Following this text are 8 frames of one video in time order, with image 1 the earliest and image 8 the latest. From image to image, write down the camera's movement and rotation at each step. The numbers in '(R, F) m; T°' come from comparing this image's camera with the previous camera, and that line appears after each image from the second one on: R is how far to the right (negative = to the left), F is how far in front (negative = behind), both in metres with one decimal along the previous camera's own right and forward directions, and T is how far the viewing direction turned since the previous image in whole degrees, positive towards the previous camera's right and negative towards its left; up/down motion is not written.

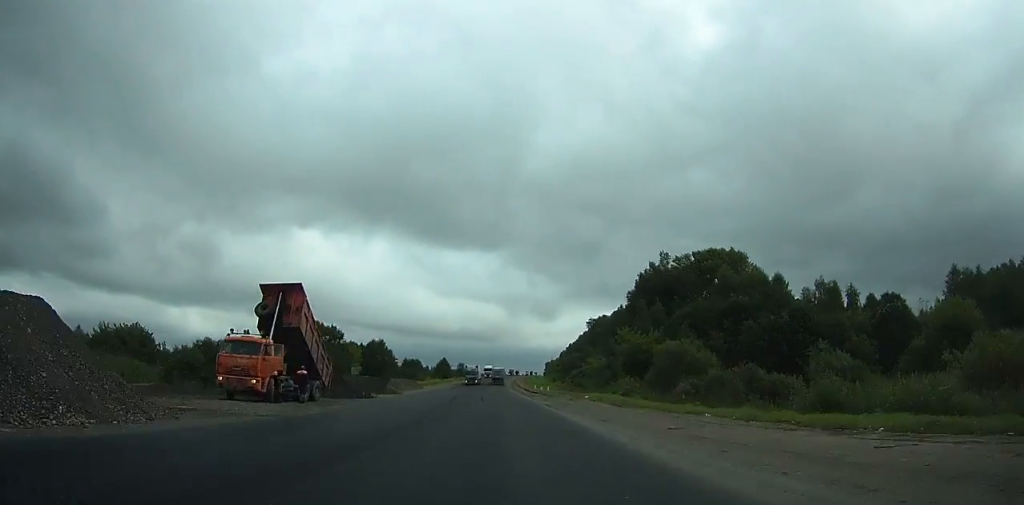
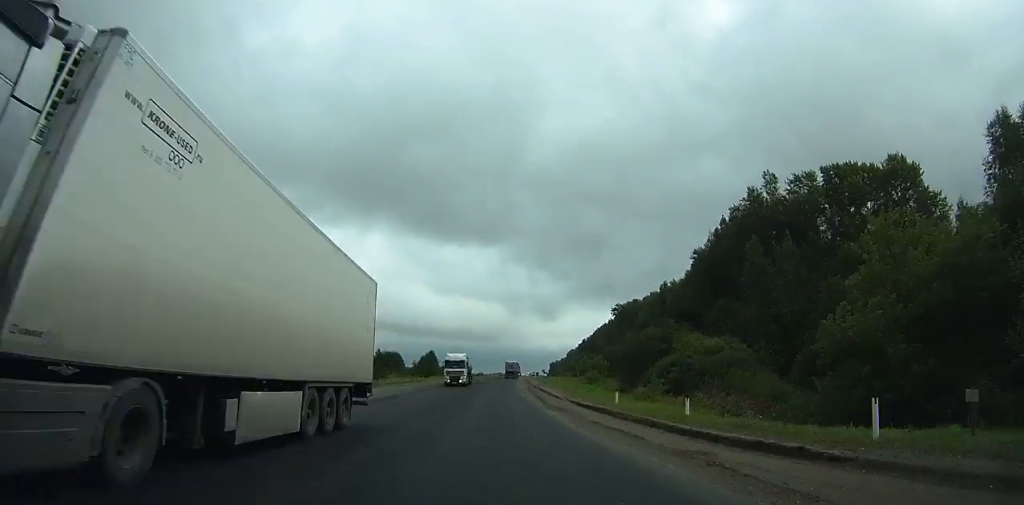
(-0.3, +57.9) m; 0°
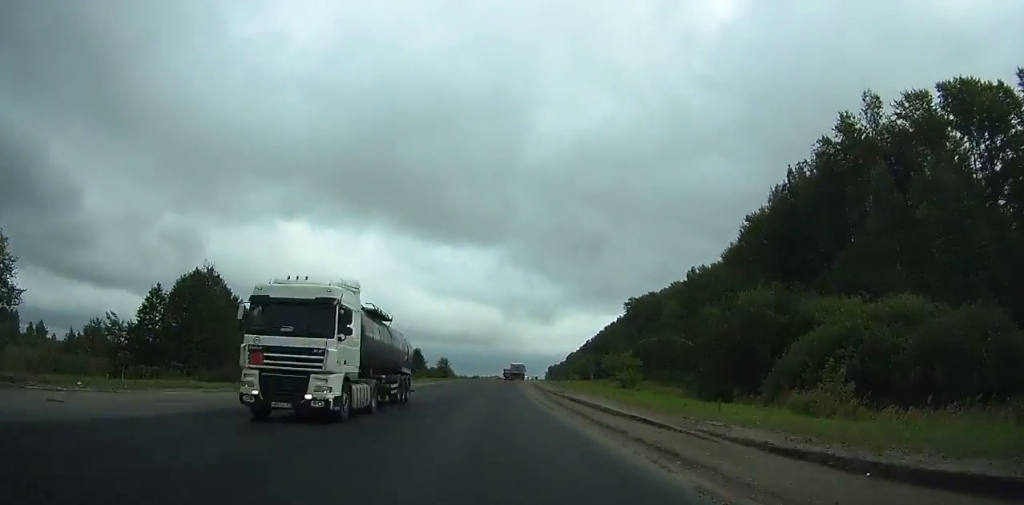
(-0.1, +28.0) m; 0°
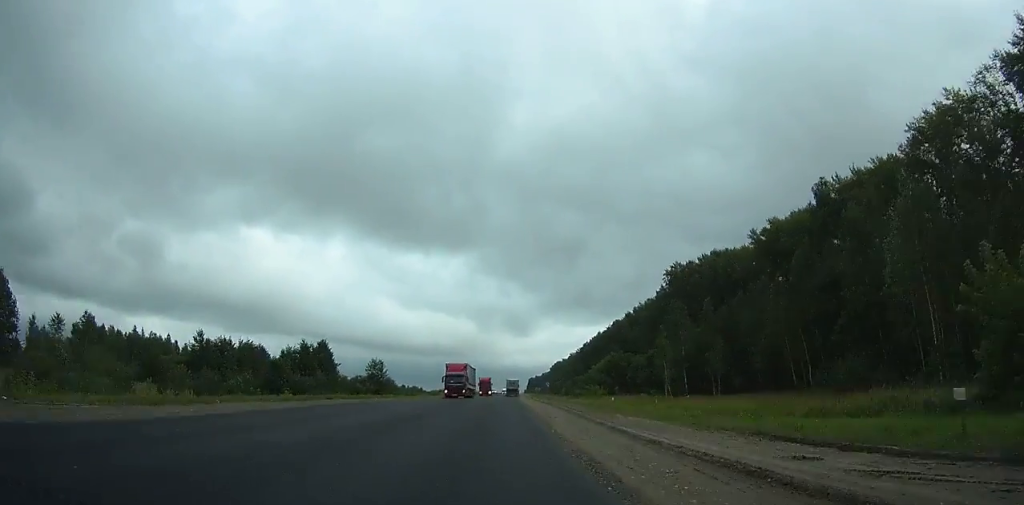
(+0.3, +71.0) m; +1°
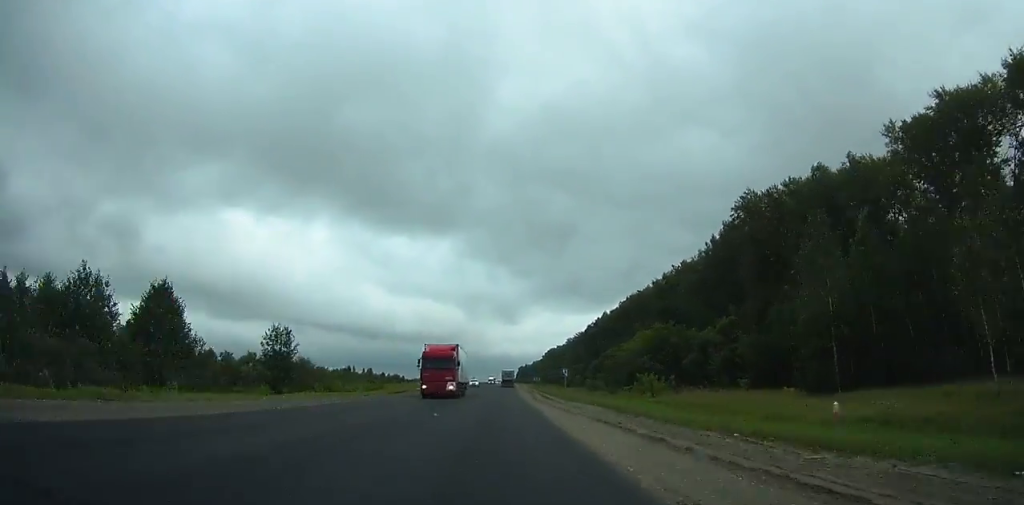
(+0.8, +43.5) m; +1°
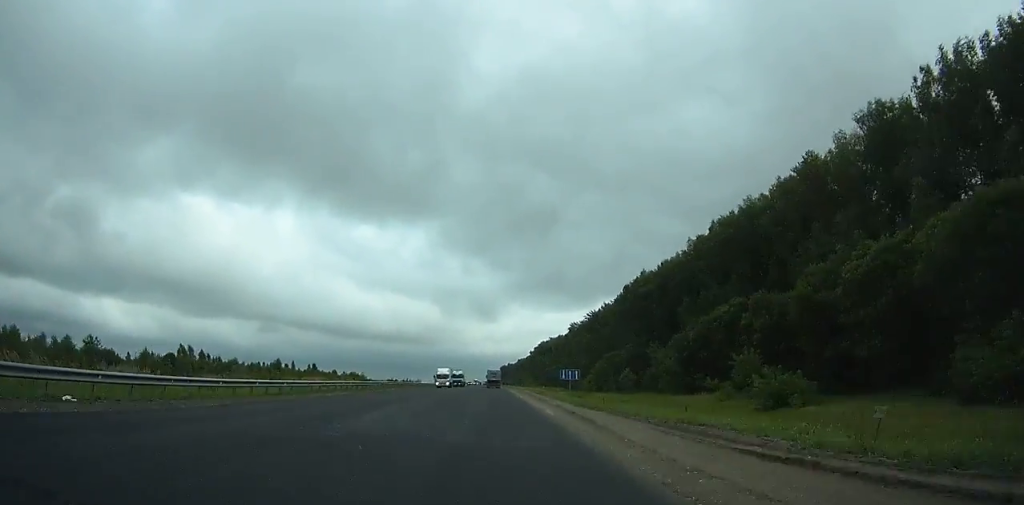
(+0.8, +92.0) m; +1°
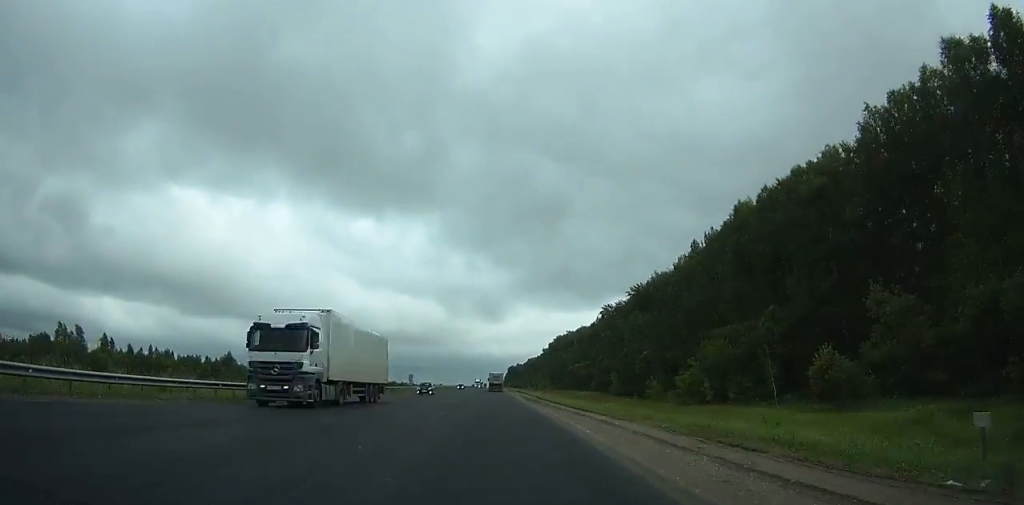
(+0.5, +62.1) m; 0°
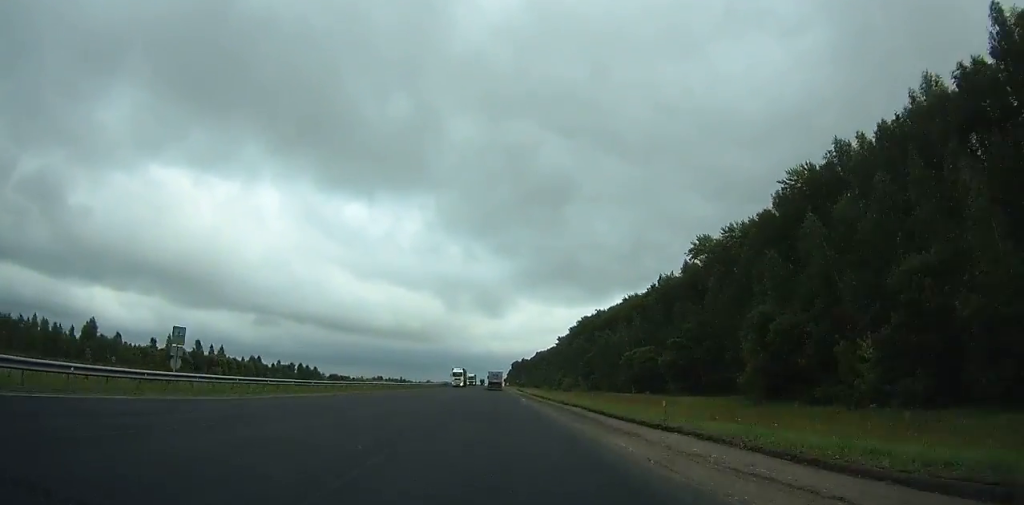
(-0.4, +86.9) m; 0°
